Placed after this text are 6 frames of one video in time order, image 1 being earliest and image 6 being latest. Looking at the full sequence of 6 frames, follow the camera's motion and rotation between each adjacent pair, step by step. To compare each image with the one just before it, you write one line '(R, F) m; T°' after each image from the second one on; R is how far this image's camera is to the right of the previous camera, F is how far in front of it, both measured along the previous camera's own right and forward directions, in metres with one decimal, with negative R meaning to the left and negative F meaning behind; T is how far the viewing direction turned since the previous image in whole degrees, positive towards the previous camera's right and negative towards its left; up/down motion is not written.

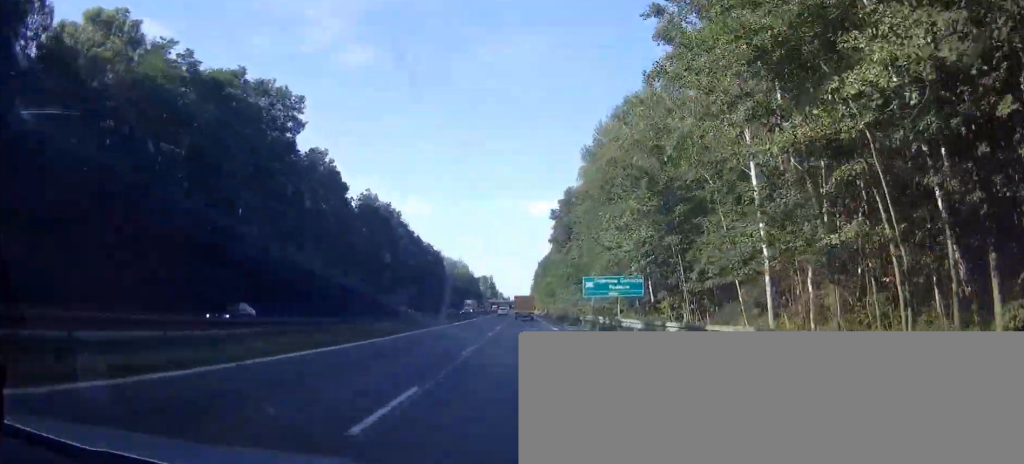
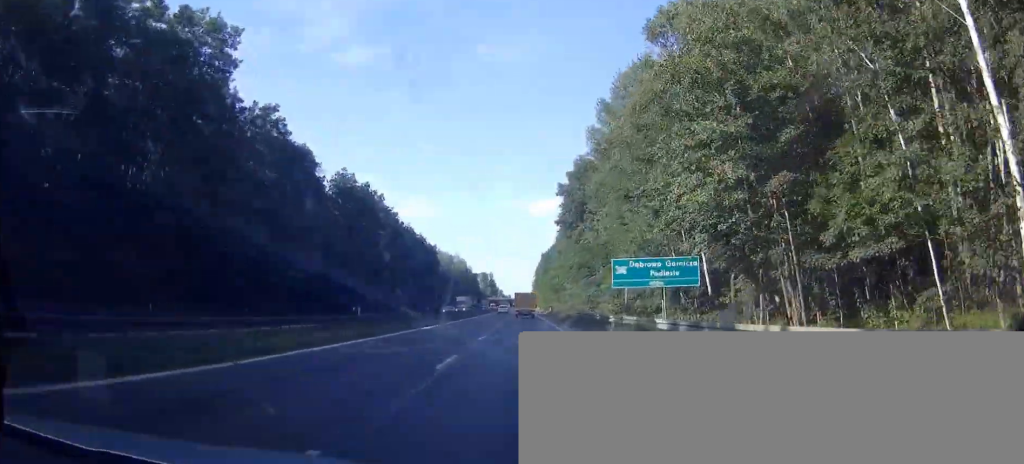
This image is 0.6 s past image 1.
(+0.1, +17.0) m; 0°
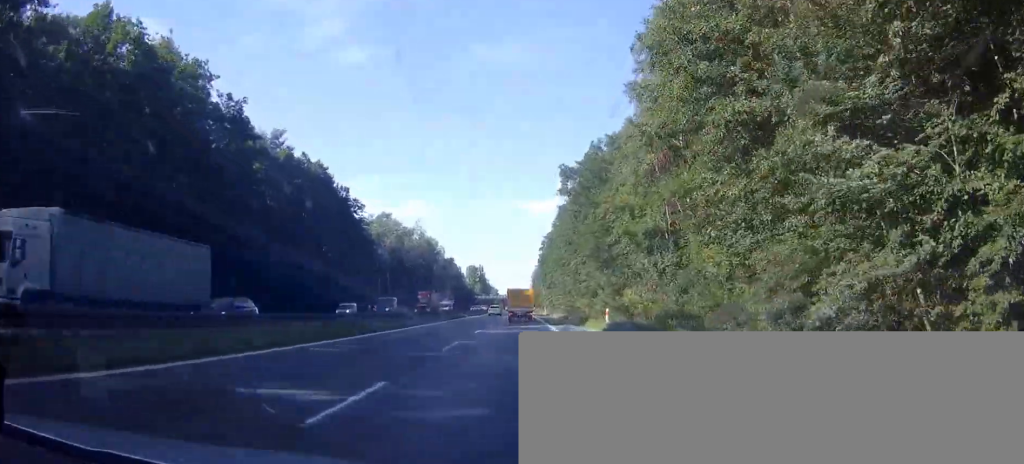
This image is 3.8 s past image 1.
(0.0, +92.0) m; +1°
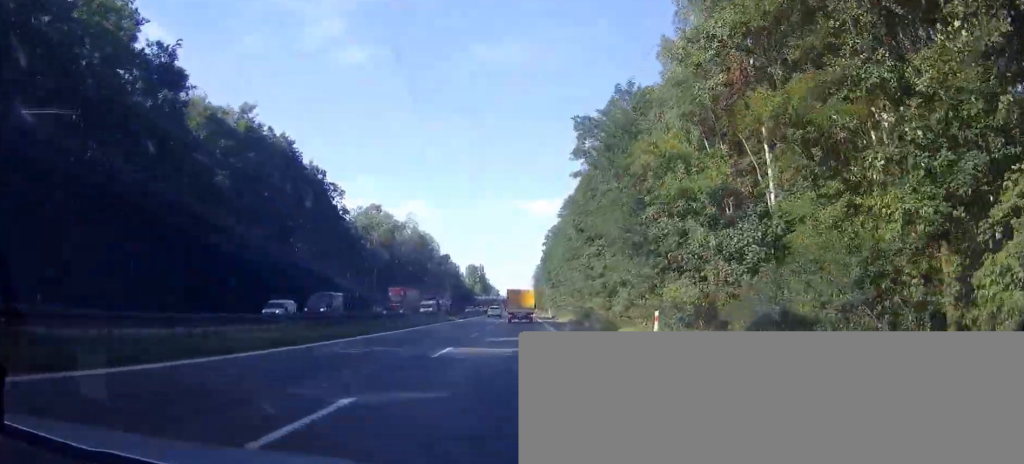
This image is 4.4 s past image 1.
(+0.1, +14.6) m; 0°
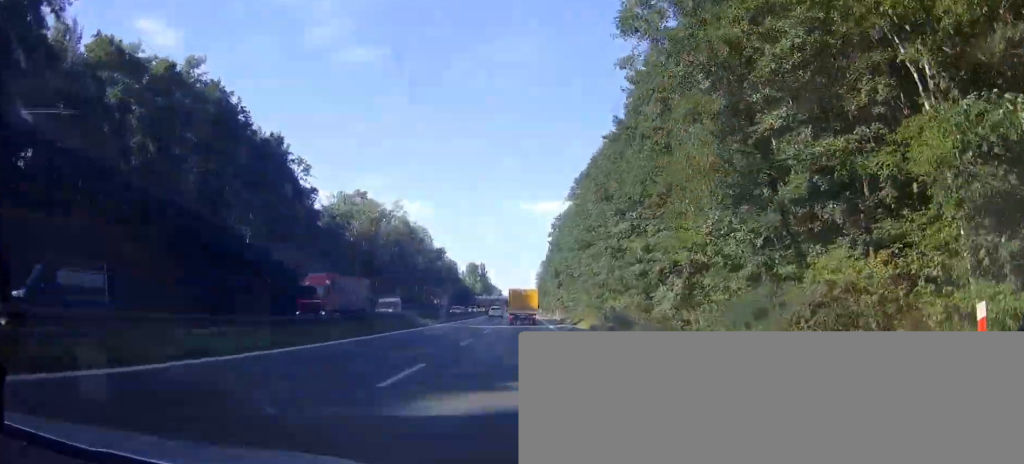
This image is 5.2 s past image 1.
(0.0, +19.0) m; 0°
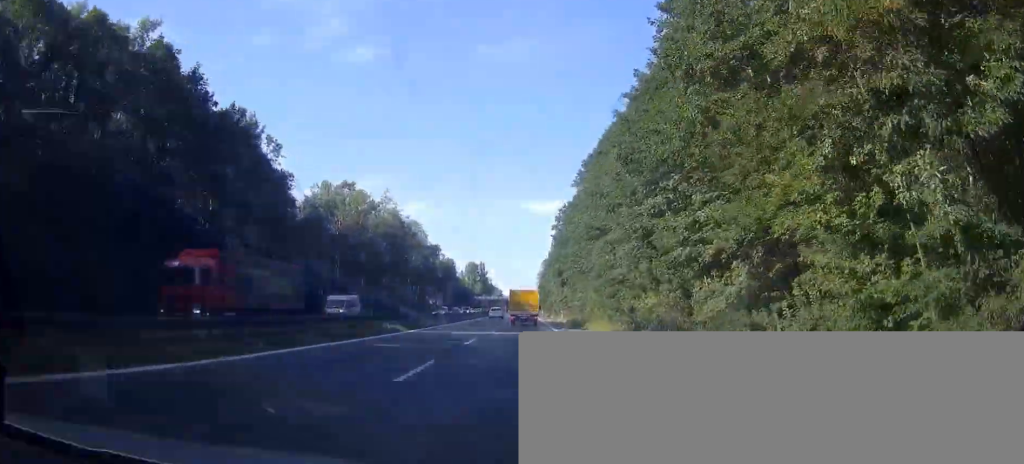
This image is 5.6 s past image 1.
(0.0, +11.4) m; 0°
